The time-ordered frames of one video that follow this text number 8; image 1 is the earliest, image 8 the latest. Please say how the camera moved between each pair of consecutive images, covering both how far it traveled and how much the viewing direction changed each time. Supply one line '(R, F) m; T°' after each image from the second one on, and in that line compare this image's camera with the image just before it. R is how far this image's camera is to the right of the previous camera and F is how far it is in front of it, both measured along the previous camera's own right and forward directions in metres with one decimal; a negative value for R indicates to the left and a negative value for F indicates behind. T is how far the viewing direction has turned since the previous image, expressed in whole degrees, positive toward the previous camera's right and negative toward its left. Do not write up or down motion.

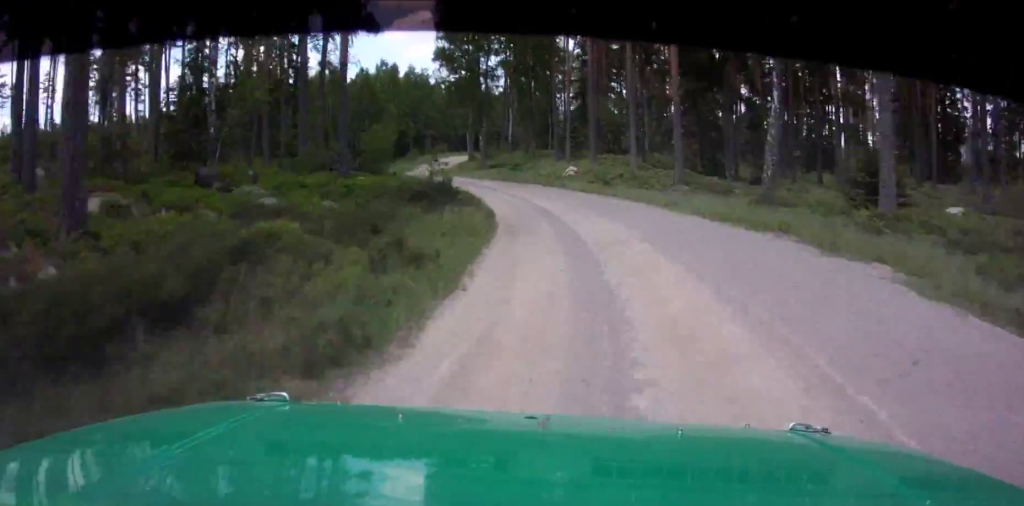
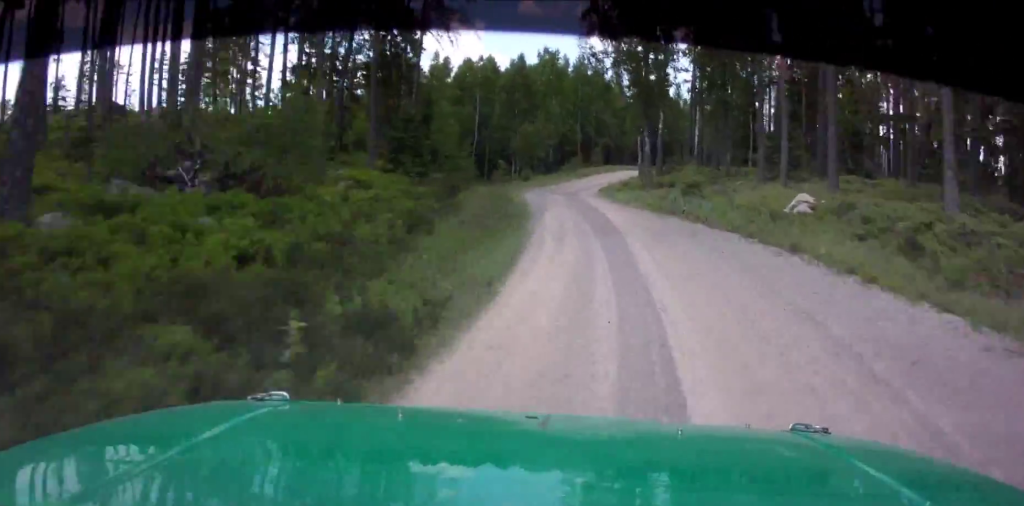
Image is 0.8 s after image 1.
(-0.3, +22.7) m; -2°
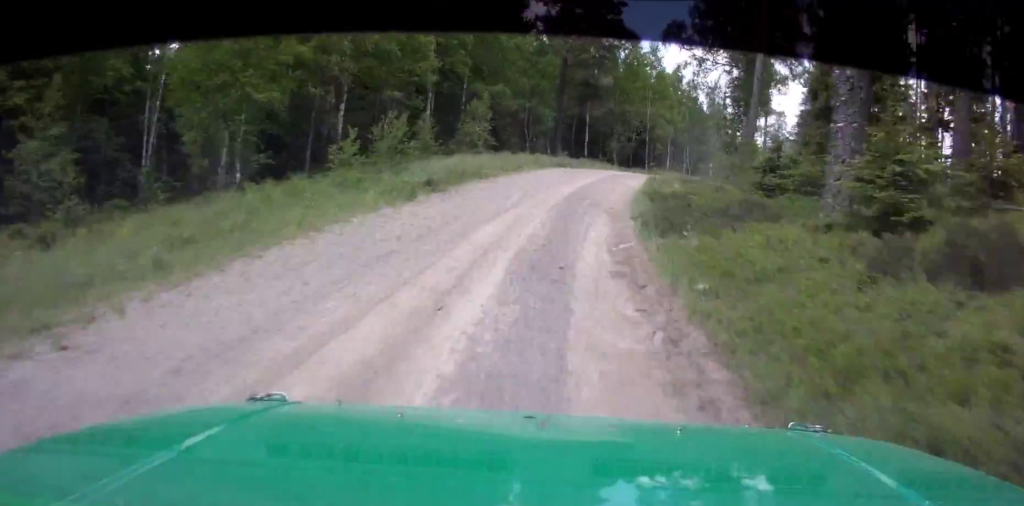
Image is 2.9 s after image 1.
(-2.0, +58.0) m; +1°
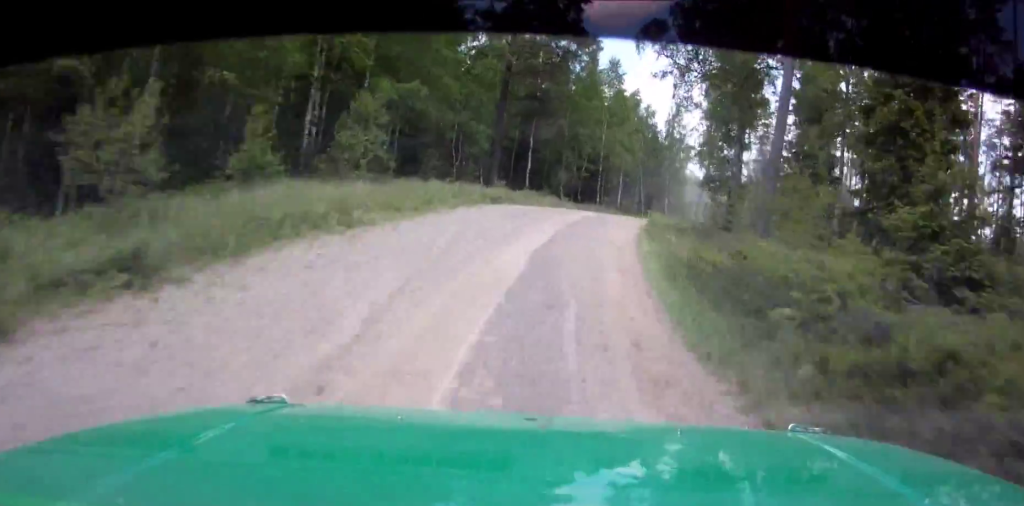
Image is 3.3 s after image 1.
(0.0, +11.6) m; +3°
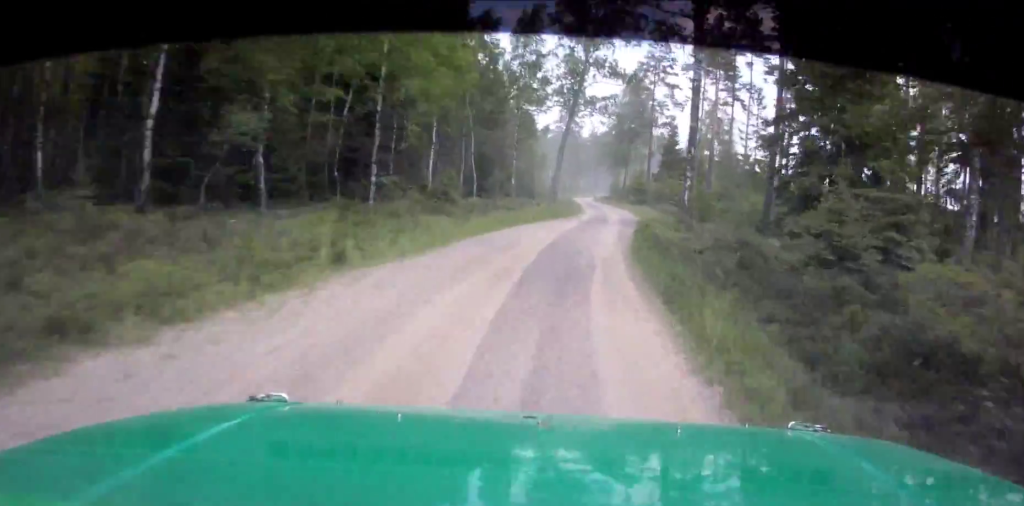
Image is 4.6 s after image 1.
(+3.4, +34.9) m; +10°
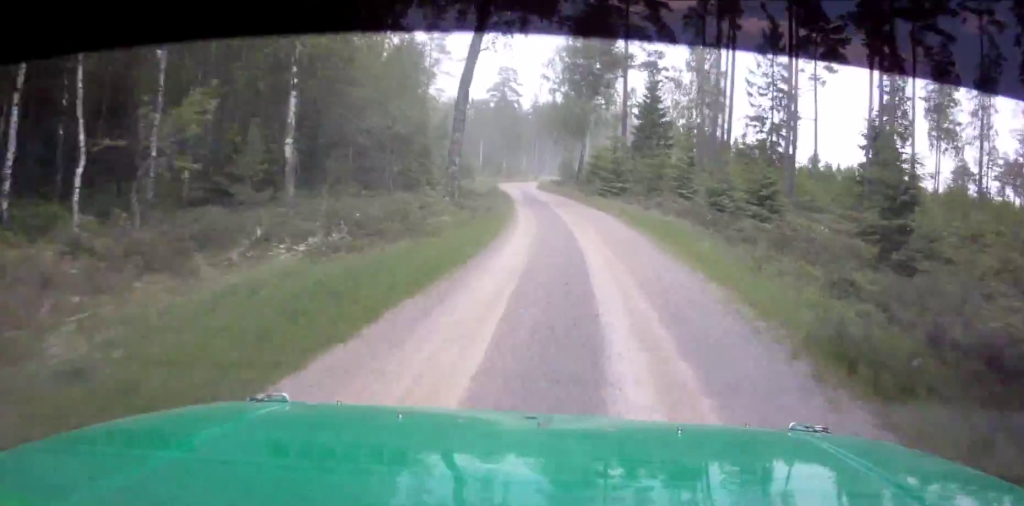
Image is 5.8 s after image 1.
(+0.8, +33.3) m; +1°
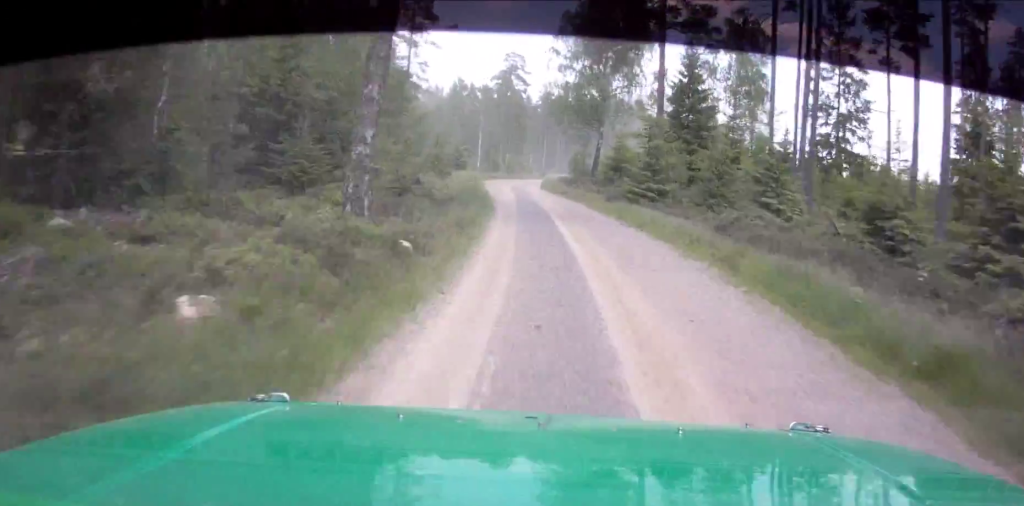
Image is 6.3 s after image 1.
(+0.1, +14.6) m; 0°
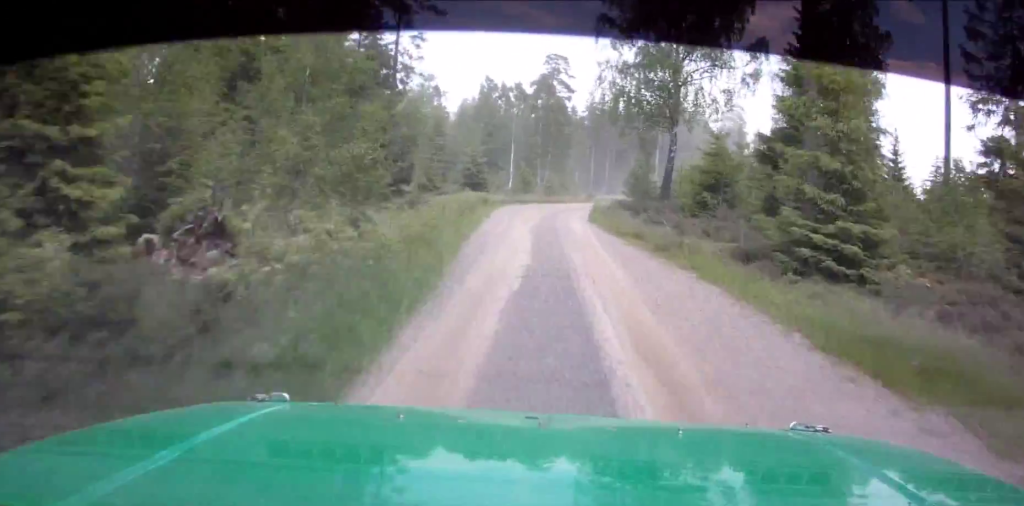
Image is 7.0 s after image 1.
(-0.1, +18.6) m; +1°
